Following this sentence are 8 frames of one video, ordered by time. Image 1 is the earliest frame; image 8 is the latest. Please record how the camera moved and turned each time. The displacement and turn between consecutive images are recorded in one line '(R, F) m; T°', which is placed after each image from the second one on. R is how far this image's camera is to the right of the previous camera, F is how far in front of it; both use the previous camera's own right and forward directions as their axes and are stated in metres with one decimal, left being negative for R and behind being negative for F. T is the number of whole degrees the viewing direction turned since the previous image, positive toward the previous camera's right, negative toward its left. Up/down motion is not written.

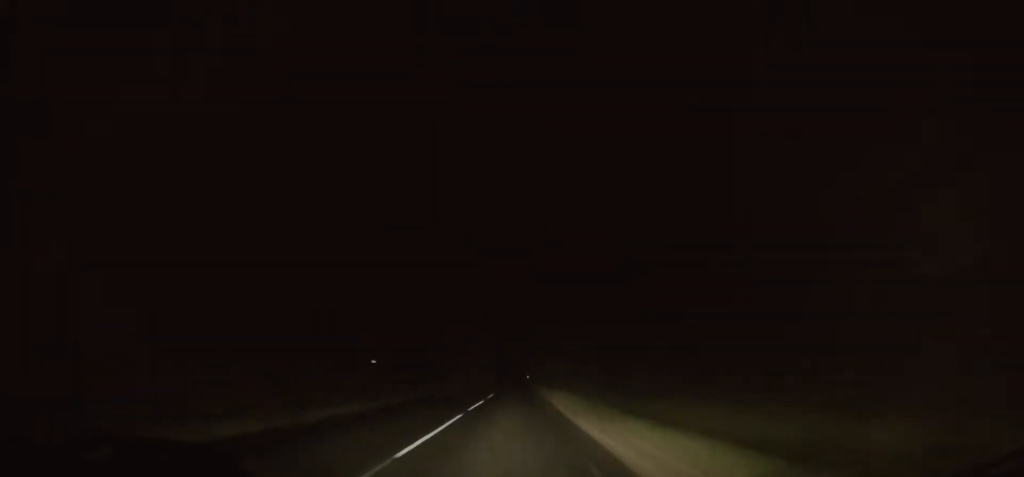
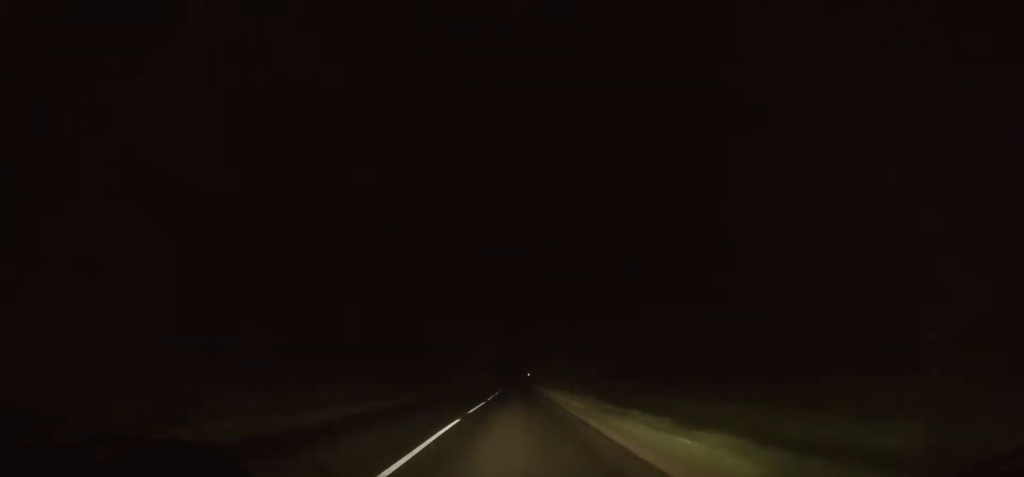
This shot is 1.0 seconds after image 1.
(+0.2, +24.8) m; 0°
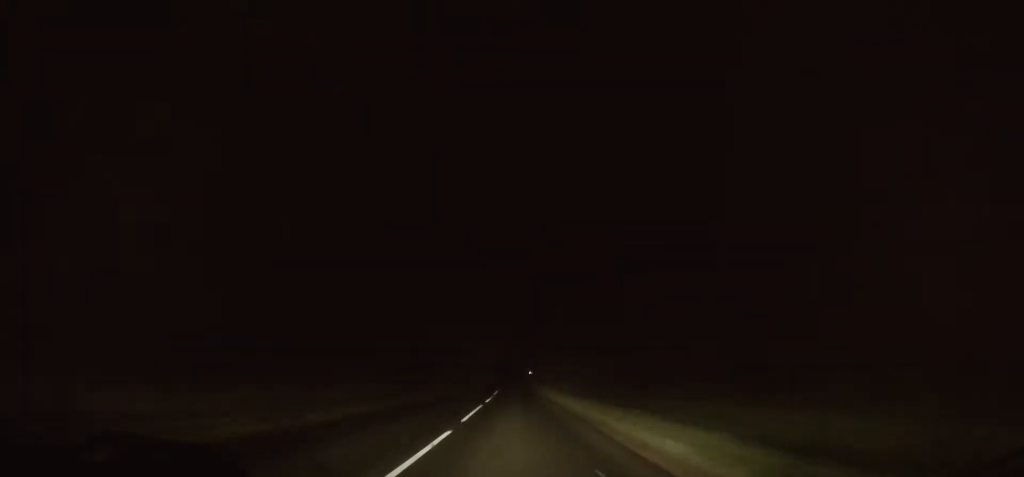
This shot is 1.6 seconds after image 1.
(0.0, +14.4) m; 0°
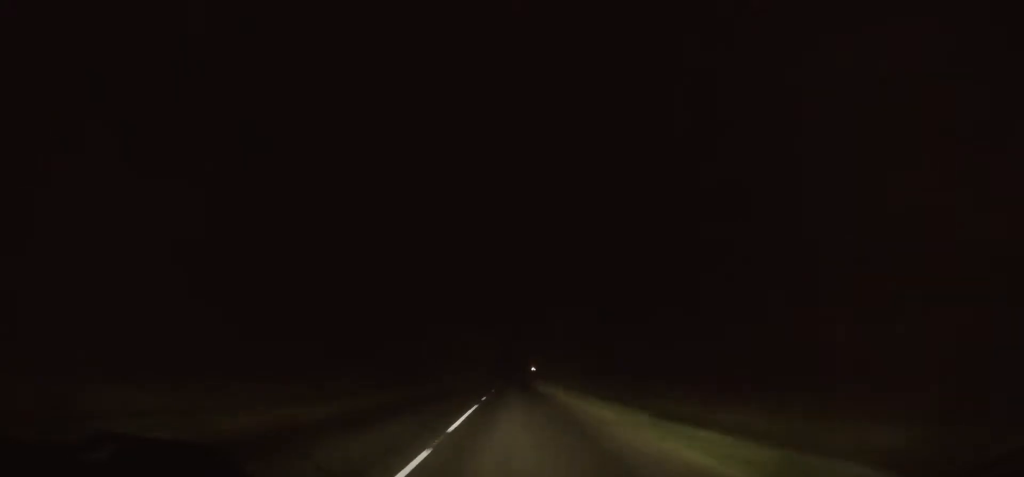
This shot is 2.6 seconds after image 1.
(-0.1, +27.5) m; 0°
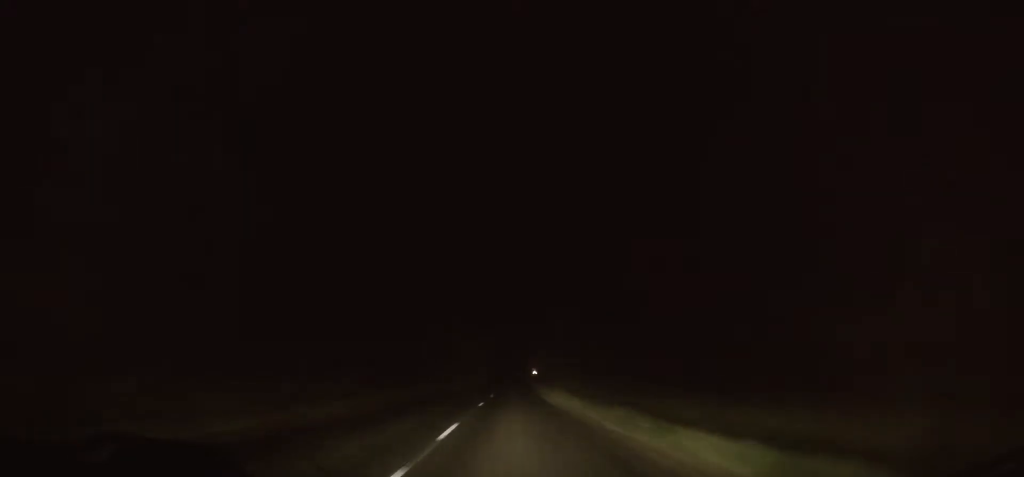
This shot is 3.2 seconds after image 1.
(0.0, +13.9) m; 0°
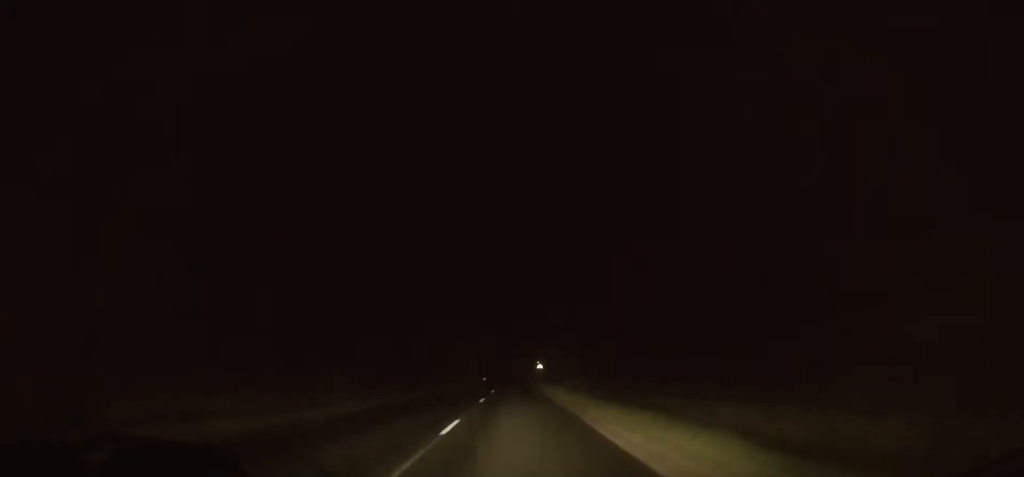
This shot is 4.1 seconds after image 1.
(-0.2, +23.8) m; 0°
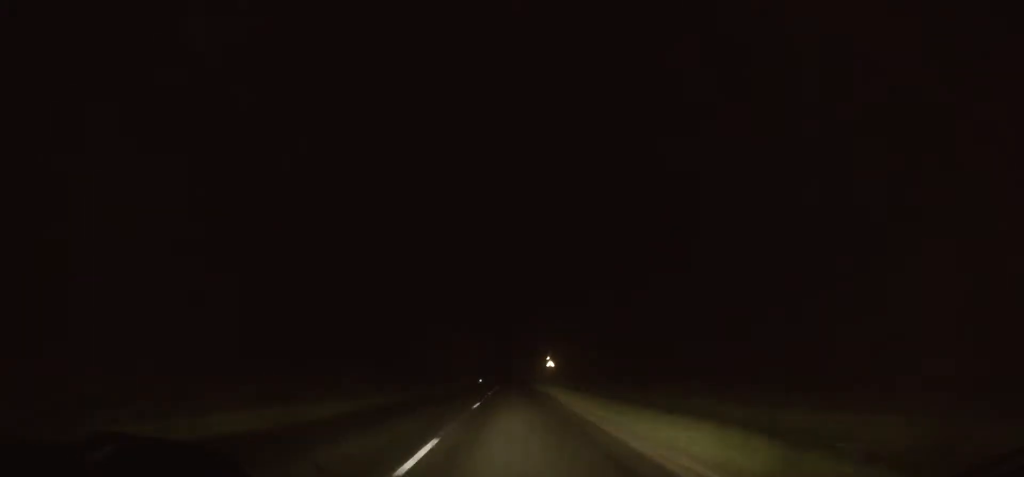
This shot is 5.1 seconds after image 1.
(+0.4, +28.3) m; 0°
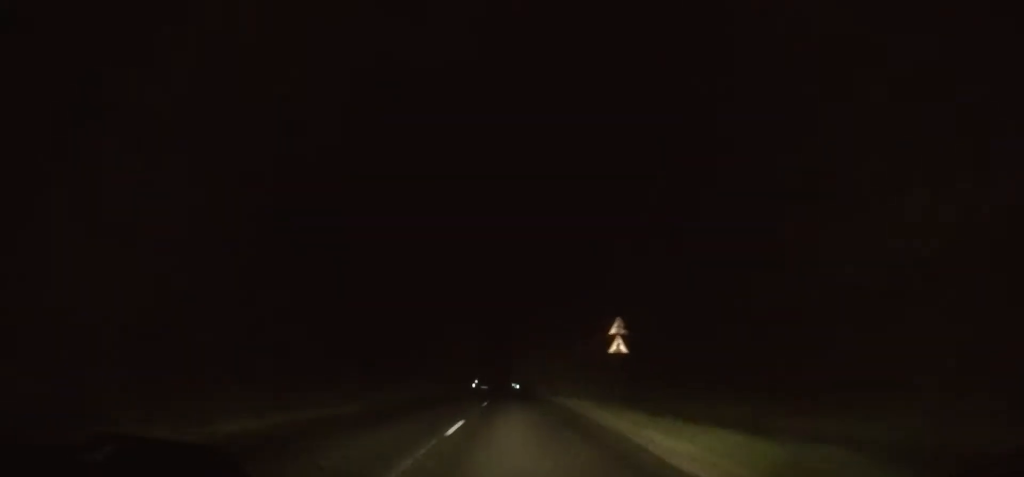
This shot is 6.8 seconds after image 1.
(-1.0, +43.4) m; -2°
